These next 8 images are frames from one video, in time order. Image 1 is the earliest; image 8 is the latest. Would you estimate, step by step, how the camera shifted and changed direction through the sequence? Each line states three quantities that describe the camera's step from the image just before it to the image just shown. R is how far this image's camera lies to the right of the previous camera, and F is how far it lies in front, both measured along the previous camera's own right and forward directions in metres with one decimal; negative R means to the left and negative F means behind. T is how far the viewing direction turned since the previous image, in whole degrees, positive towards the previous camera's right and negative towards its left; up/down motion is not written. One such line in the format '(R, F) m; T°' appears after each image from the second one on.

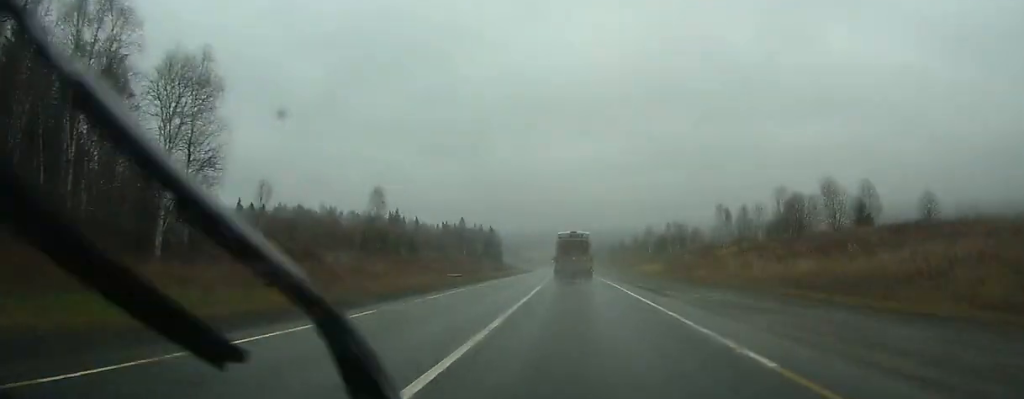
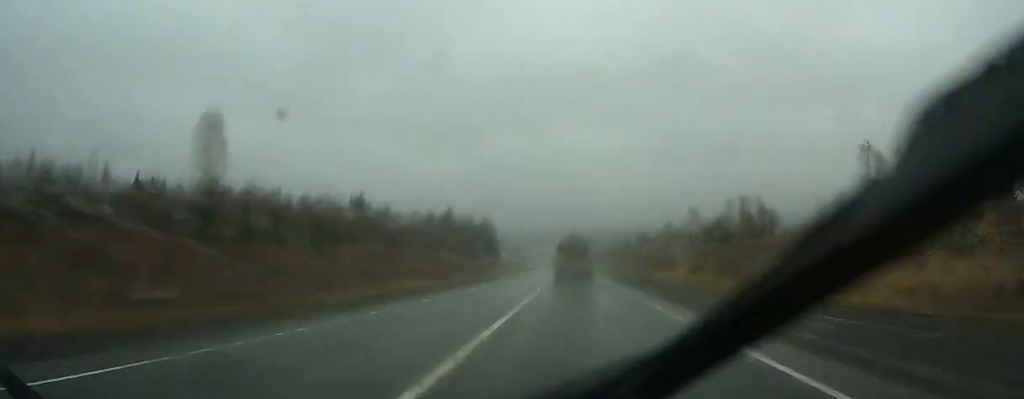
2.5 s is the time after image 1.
(-0.3, +62.1) m; -1°
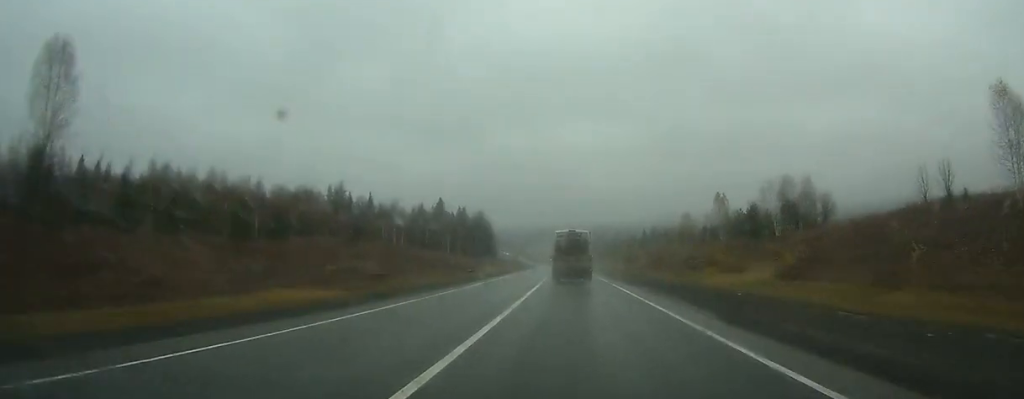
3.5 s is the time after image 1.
(0.0, +23.0) m; 0°
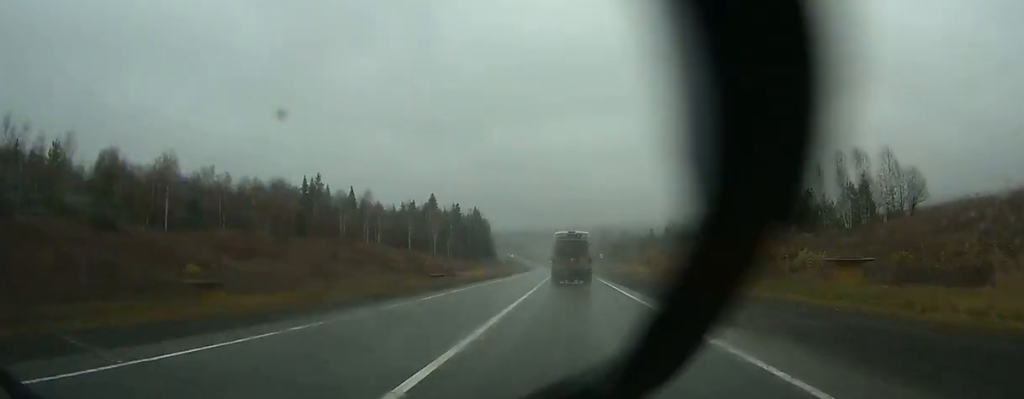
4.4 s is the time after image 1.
(+0.1, +23.1) m; 0°
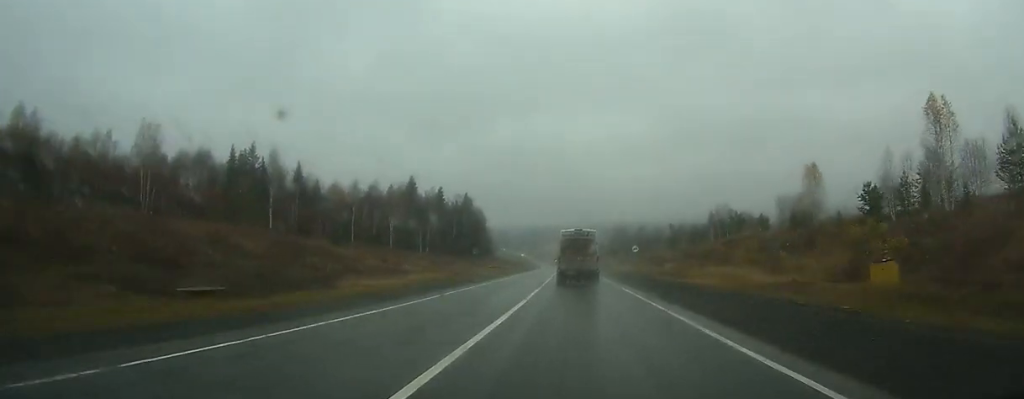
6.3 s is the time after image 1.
(-0.6, +47.6) m; -1°
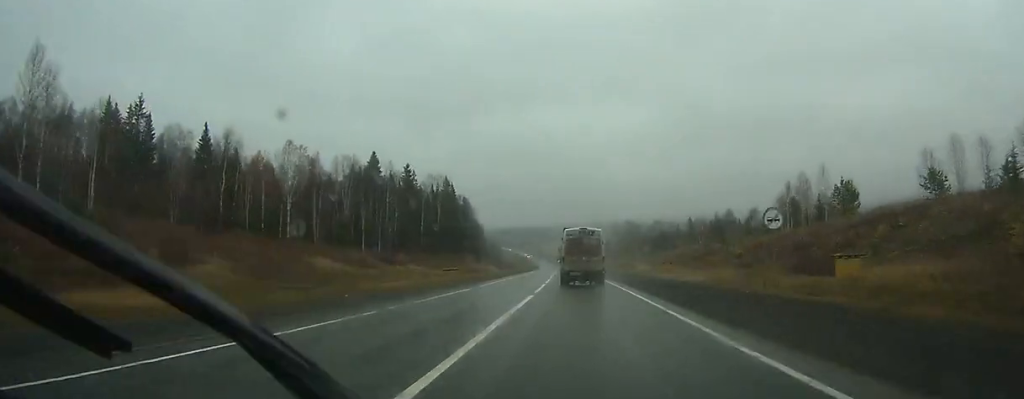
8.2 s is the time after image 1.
(-0.1, +45.7) m; -1°
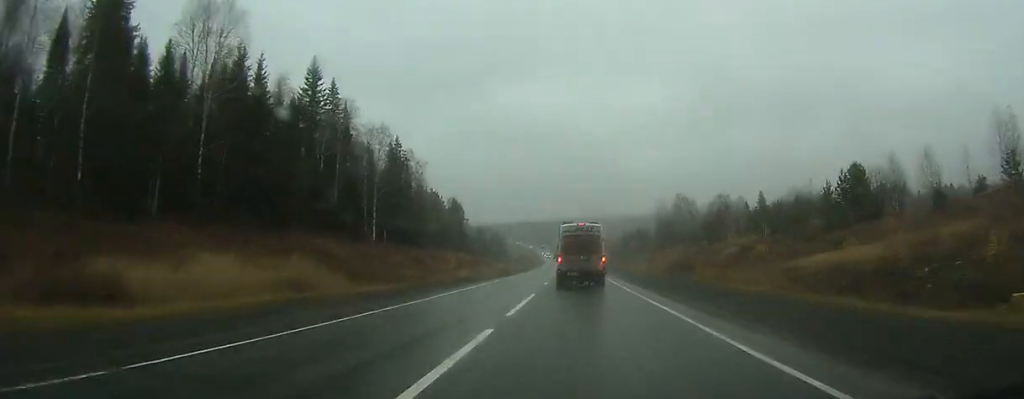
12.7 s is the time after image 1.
(-1.3, +107.1) m; -1°
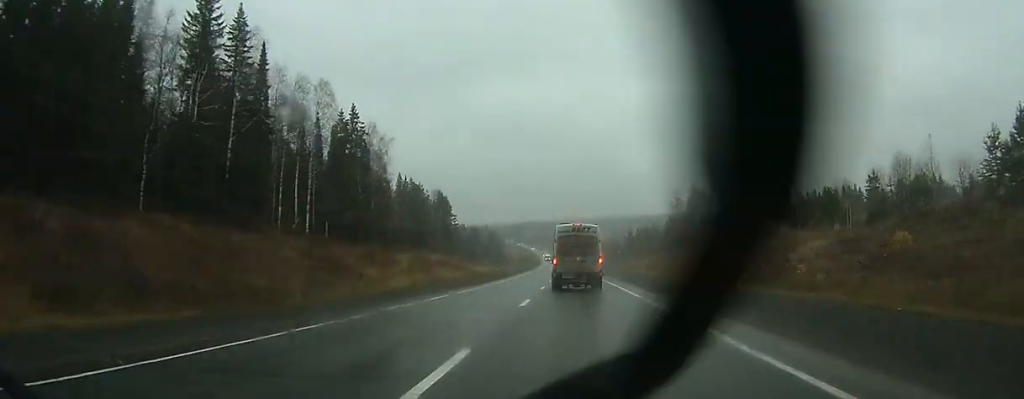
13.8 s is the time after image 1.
(-0.1, +26.6) m; 0°
